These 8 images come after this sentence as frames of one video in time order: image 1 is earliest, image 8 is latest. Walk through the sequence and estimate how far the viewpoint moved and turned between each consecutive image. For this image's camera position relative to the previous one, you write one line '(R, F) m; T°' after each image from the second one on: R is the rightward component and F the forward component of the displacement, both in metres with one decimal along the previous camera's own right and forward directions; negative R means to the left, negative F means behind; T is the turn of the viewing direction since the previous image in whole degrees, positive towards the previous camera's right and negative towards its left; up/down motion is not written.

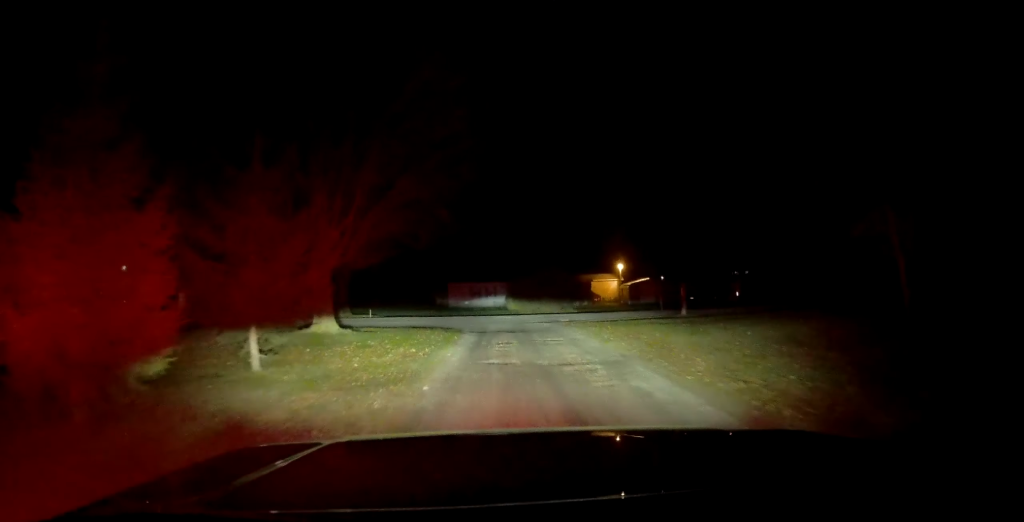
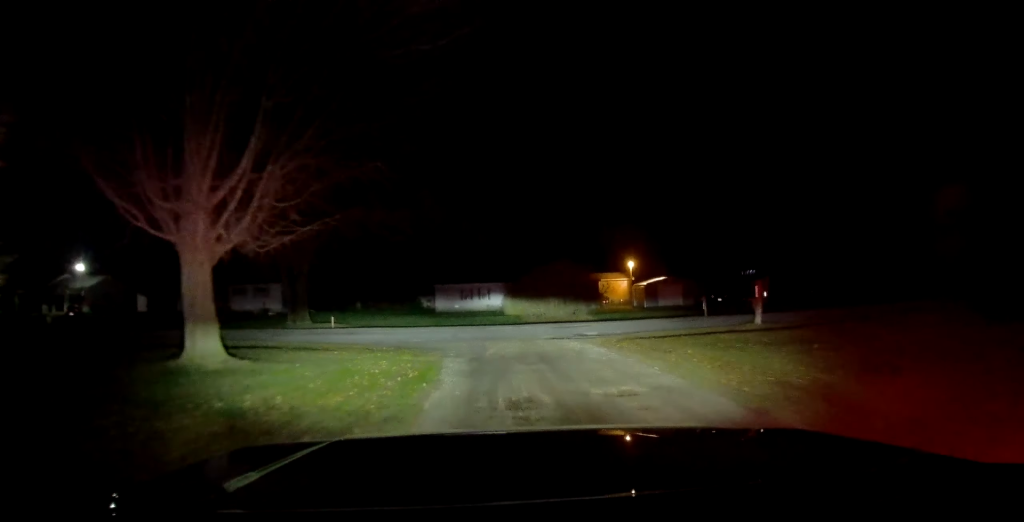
(+0.9, +8.5) m; +5°
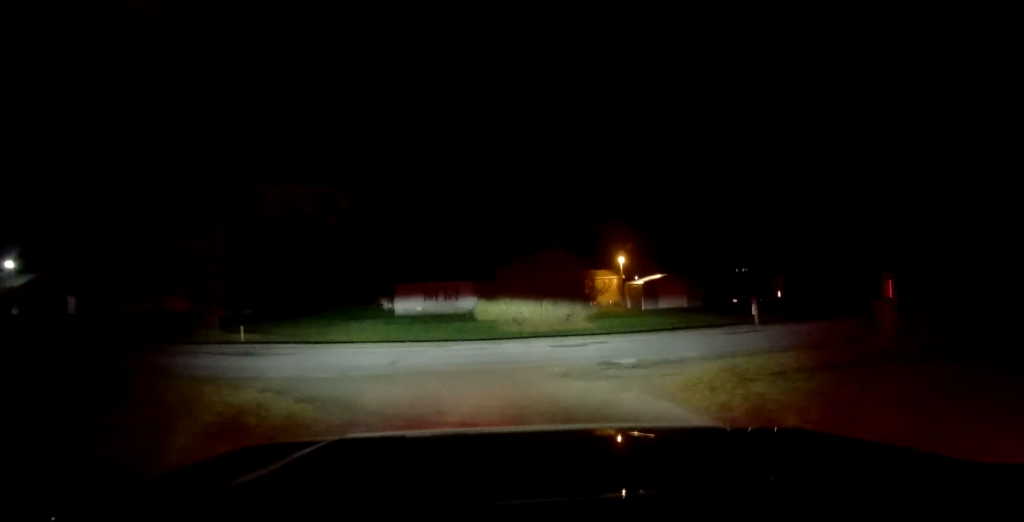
(-0.7, +7.9) m; 0°
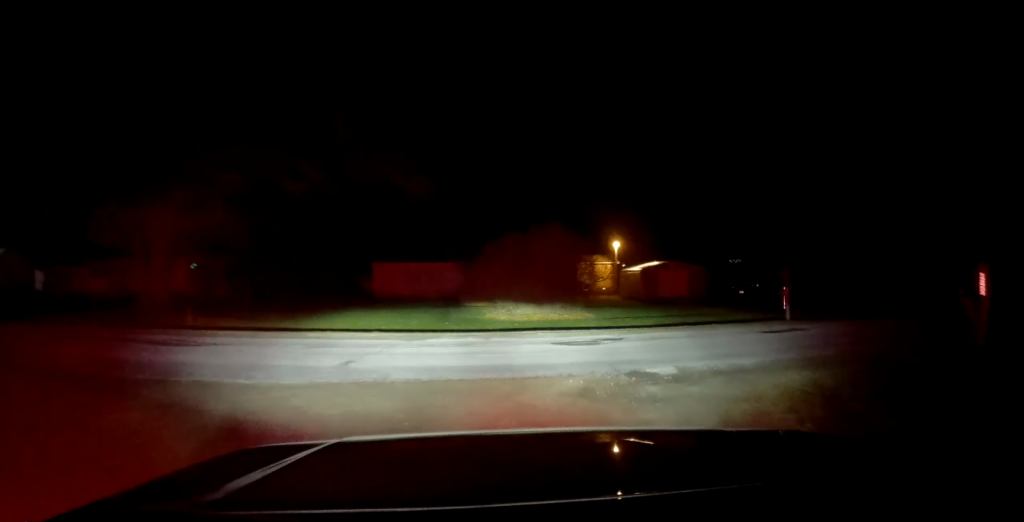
(0.0, +2.9) m; +7°
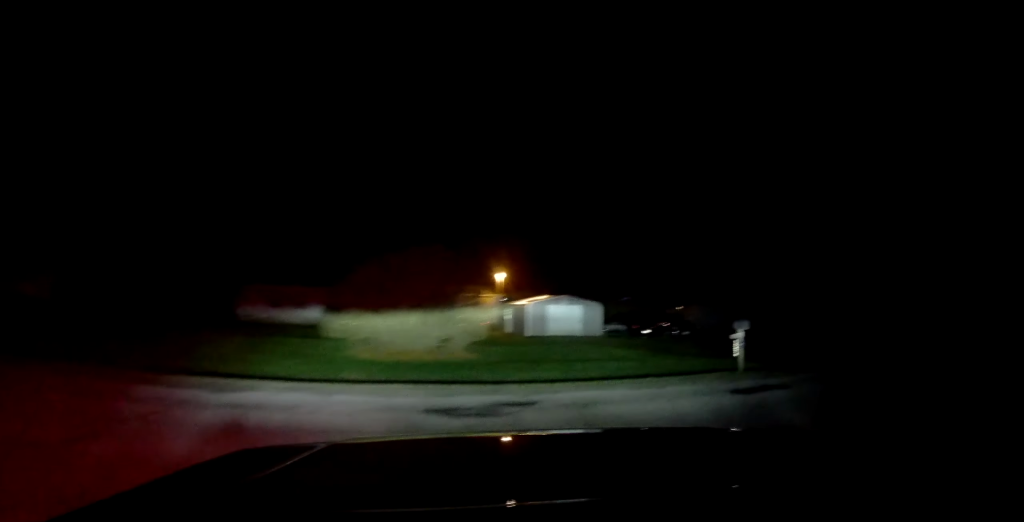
(+0.6, +3.8) m; +22°
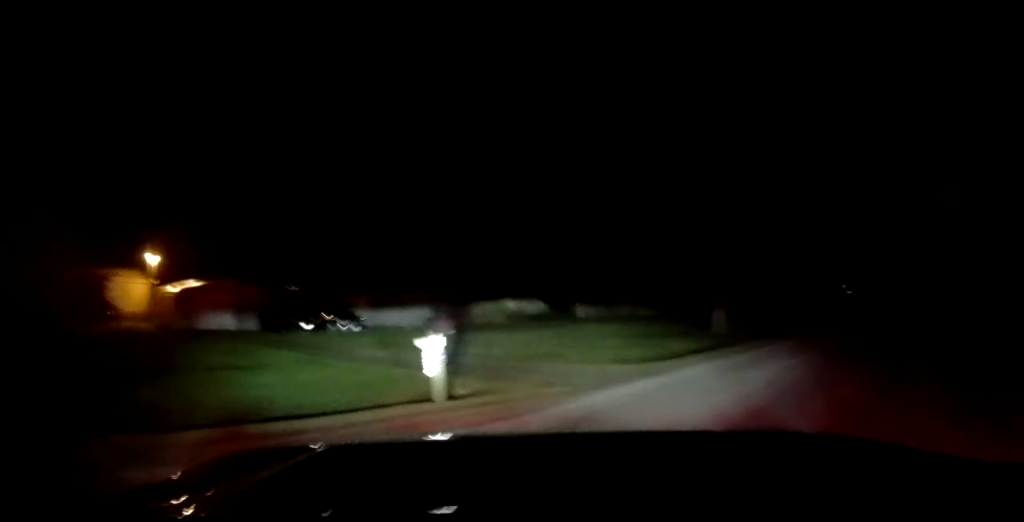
(+1.5, +4.7) m; +34°
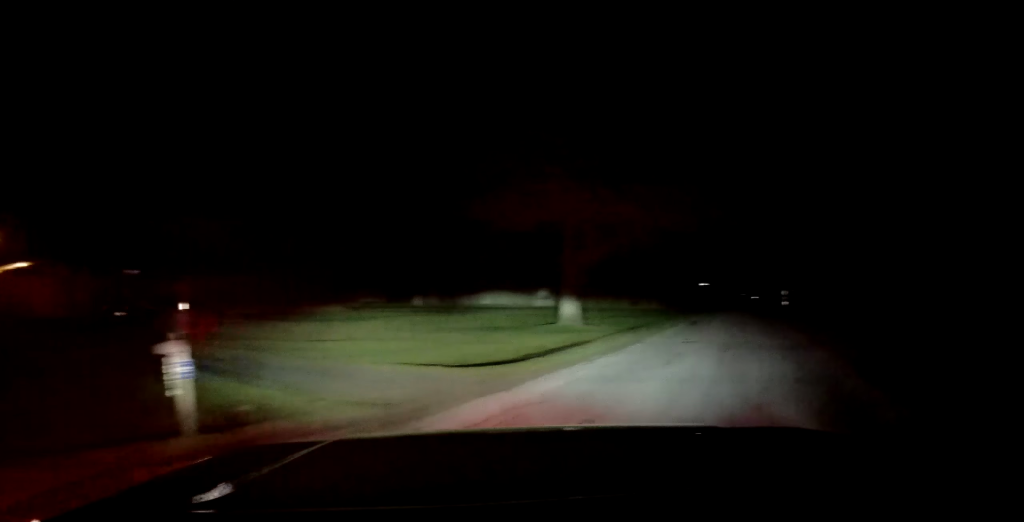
(+0.6, +3.2) m; +7°
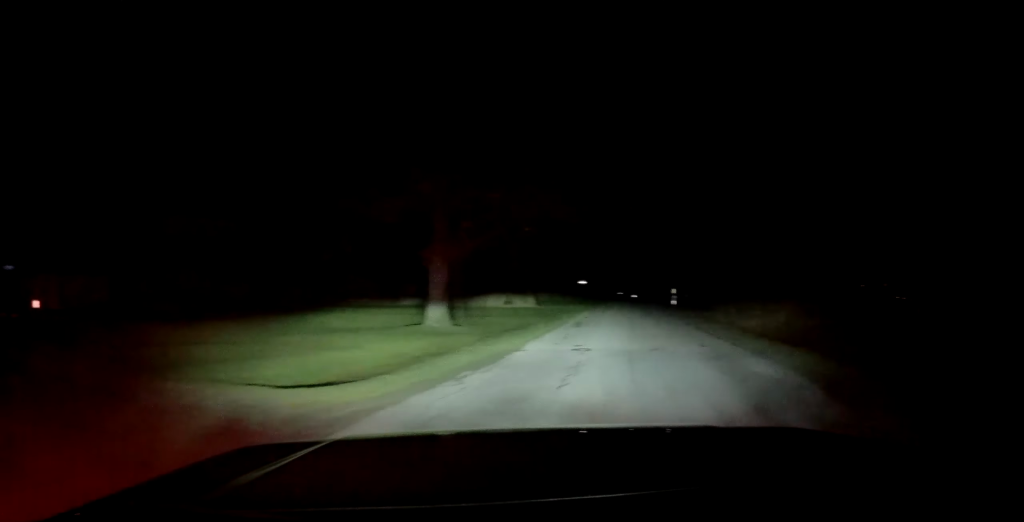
(+0.5, +3.2) m; +2°
